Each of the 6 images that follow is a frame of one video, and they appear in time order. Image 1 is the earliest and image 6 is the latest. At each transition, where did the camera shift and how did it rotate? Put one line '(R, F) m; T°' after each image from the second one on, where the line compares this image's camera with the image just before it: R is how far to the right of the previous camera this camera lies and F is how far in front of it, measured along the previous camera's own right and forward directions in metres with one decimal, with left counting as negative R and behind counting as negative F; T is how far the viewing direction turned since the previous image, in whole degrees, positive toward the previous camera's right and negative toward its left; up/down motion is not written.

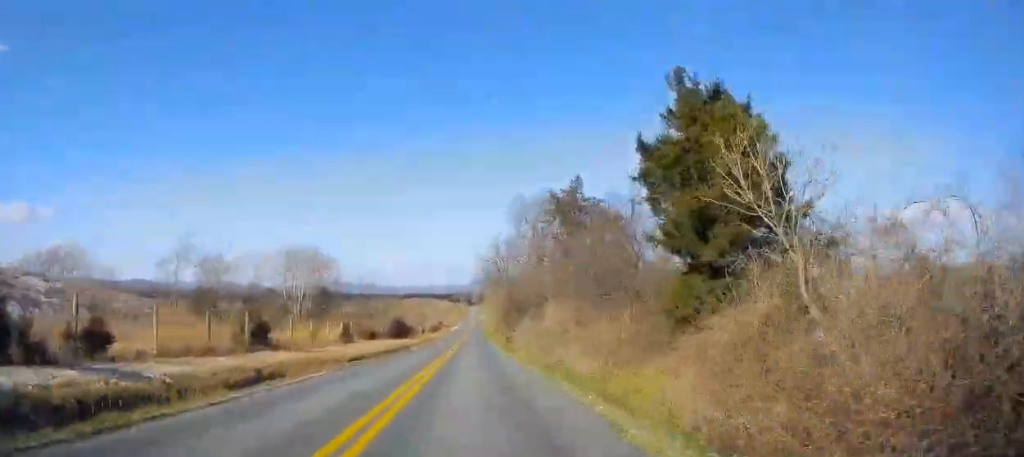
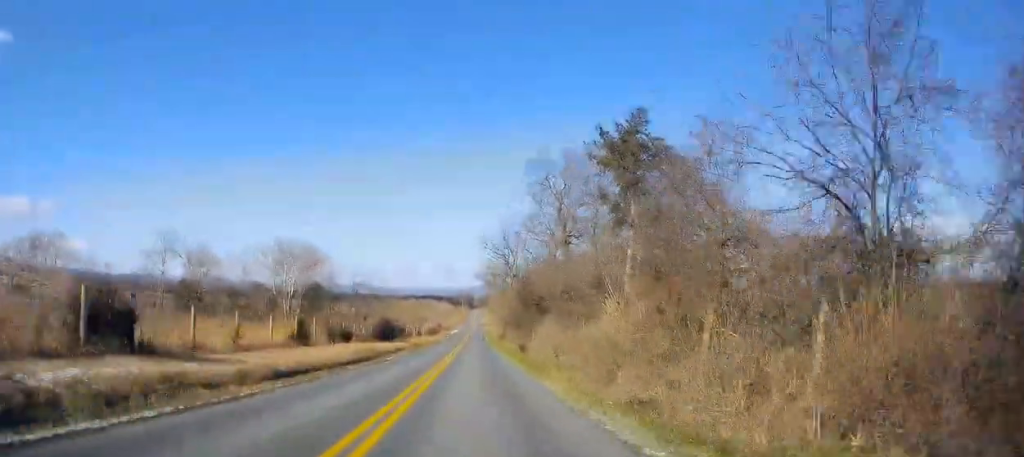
(0.0, +10.3) m; +1°
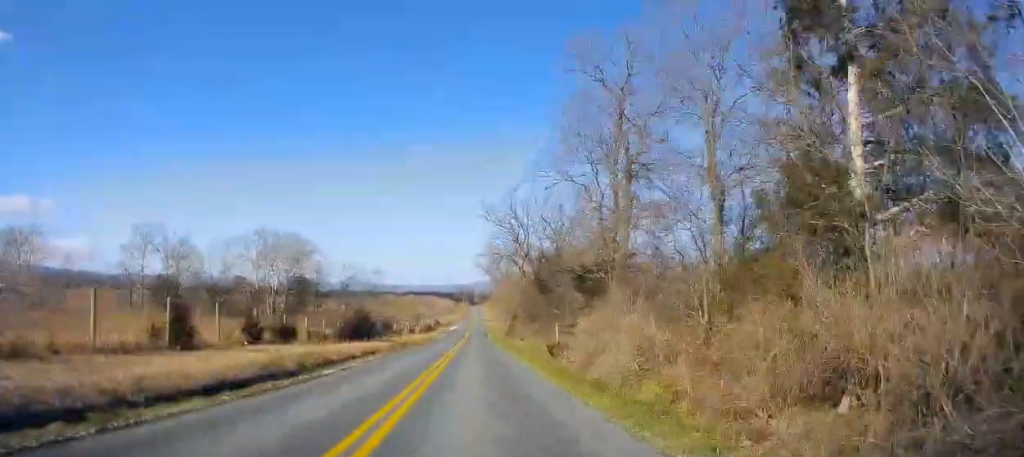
(+0.2, +11.8) m; +1°
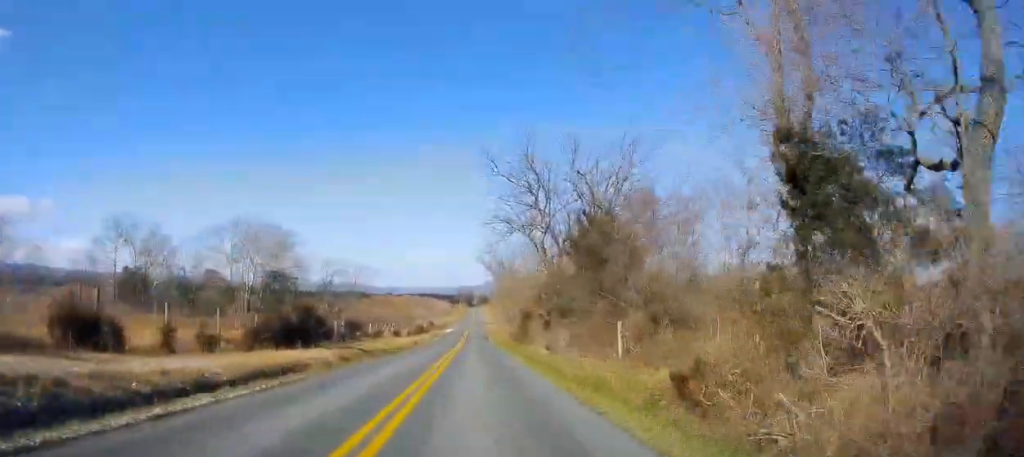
(+0.2, +14.1) m; 0°
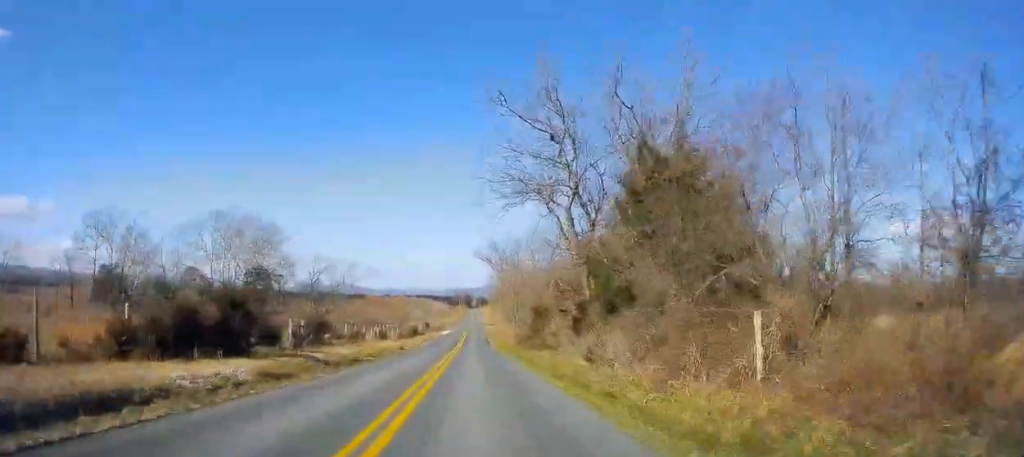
(+0.2, +9.2) m; -1°
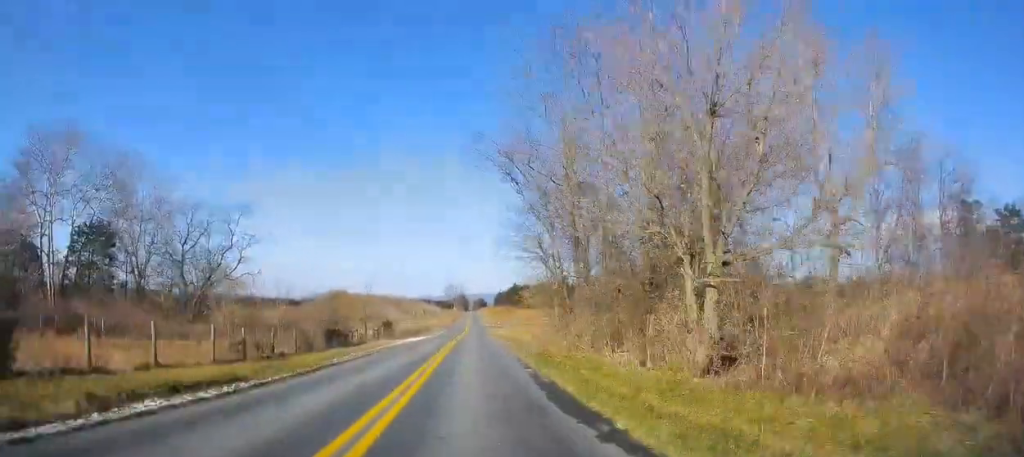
(-0.5, +49.5) m; +1°
